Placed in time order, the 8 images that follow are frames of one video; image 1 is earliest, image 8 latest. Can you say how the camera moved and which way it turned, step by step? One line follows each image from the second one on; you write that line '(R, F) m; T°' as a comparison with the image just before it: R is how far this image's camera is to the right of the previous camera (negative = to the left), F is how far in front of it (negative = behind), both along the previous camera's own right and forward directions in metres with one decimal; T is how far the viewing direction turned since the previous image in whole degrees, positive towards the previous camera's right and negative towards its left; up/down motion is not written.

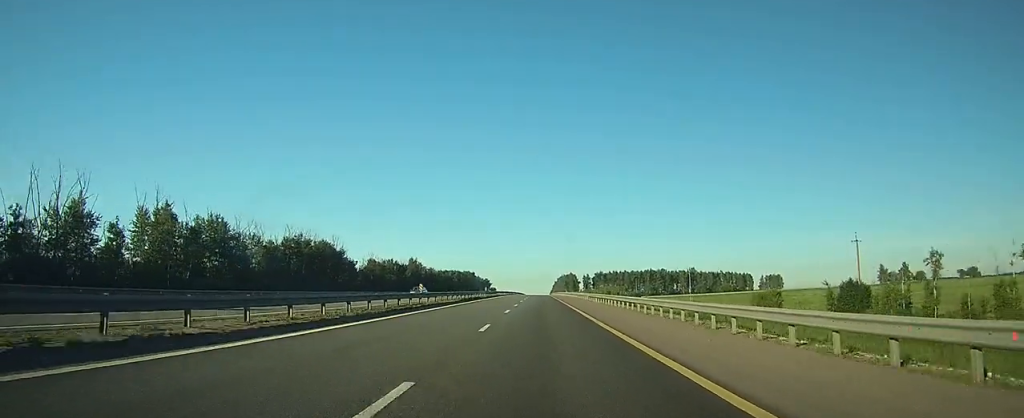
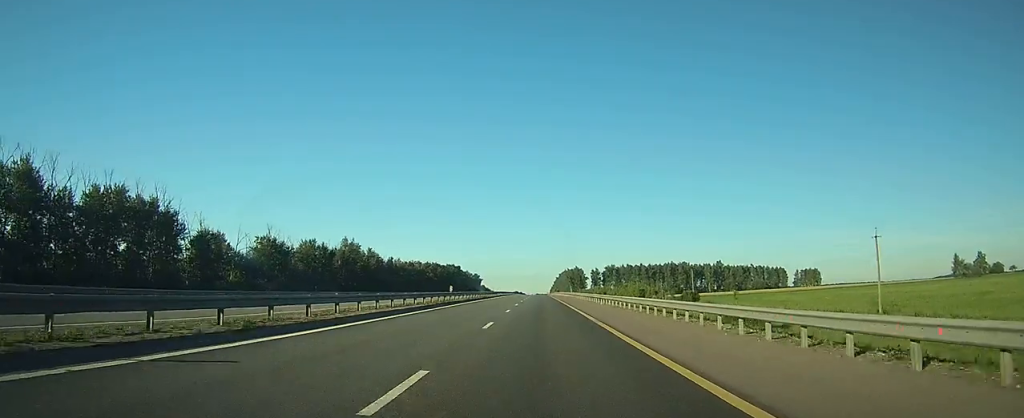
(0.0, +82.5) m; 0°
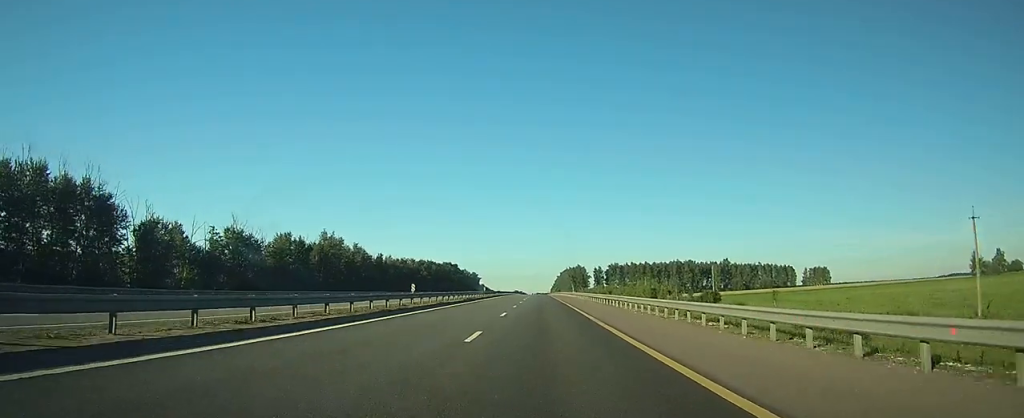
(+0.1, +16.3) m; 0°
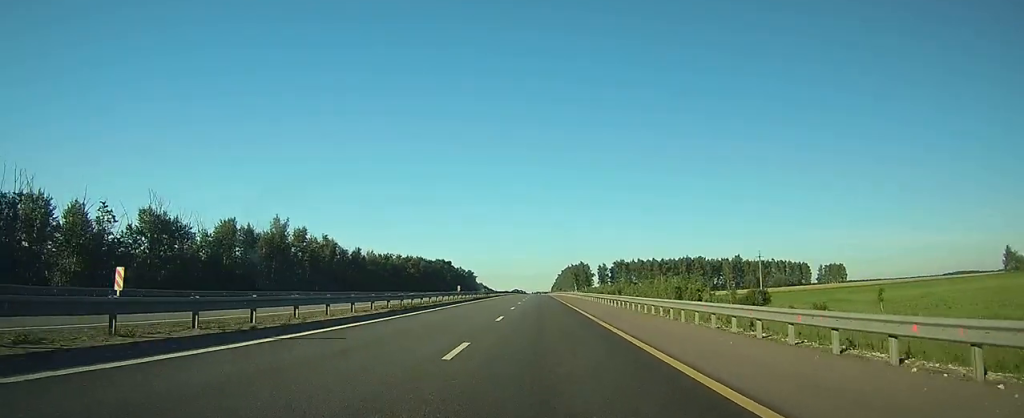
(0.0, +27.1) m; 0°
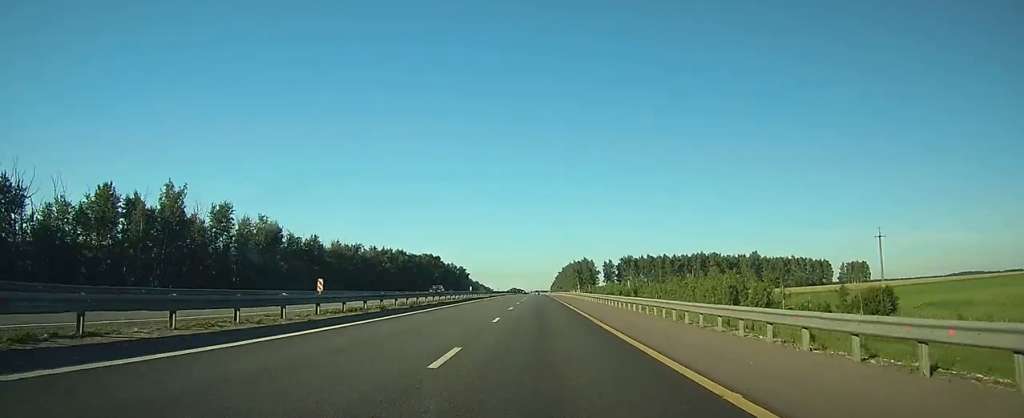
(-0.1, +36.8) m; 0°
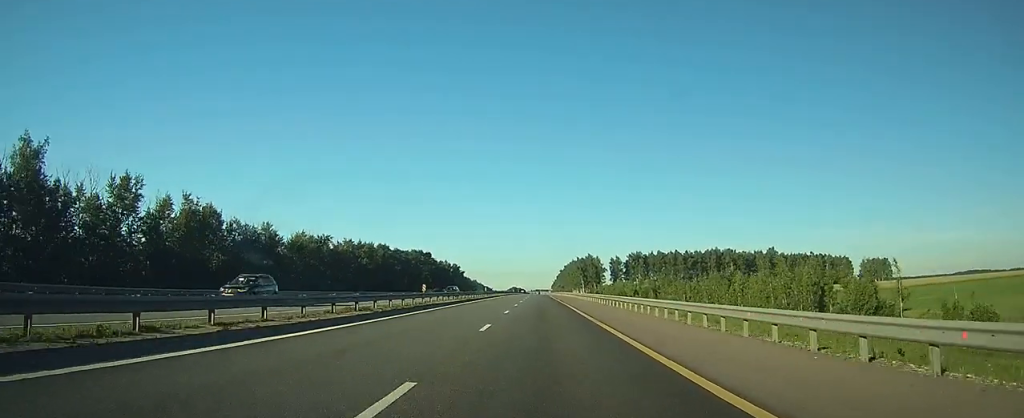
(0.0, +28.1) m; 0°
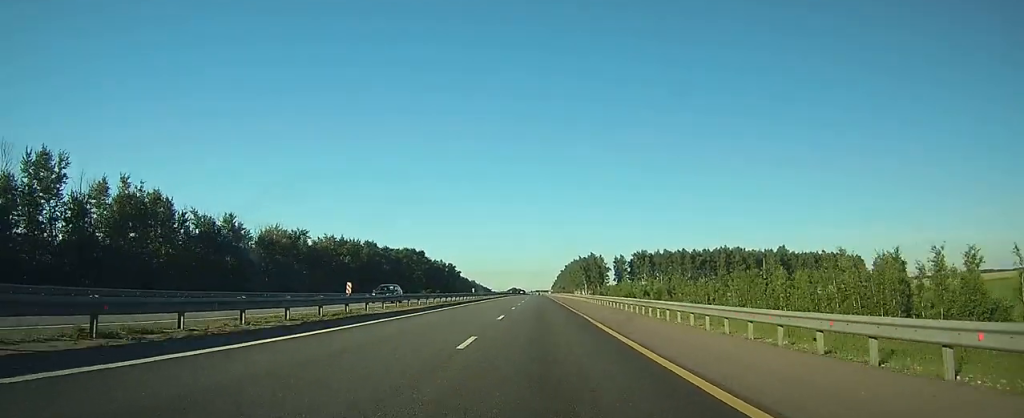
(0.0, +16.2) m; 0°
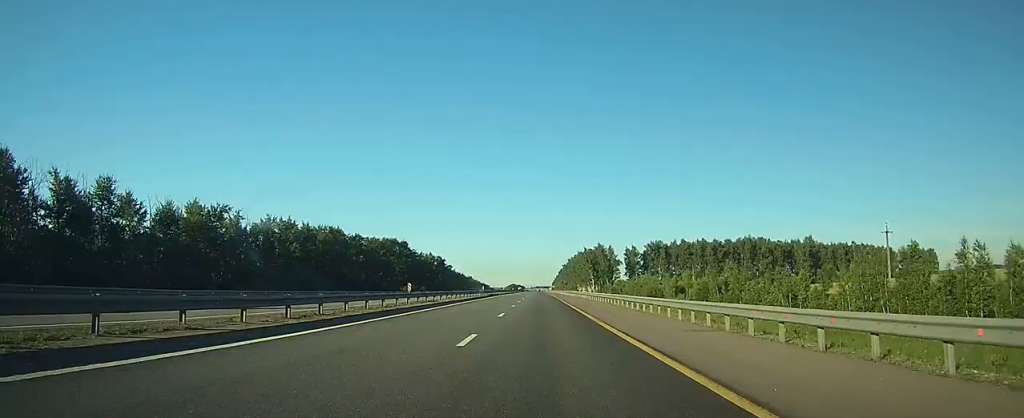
(0.0, +35.7) m; 0°
